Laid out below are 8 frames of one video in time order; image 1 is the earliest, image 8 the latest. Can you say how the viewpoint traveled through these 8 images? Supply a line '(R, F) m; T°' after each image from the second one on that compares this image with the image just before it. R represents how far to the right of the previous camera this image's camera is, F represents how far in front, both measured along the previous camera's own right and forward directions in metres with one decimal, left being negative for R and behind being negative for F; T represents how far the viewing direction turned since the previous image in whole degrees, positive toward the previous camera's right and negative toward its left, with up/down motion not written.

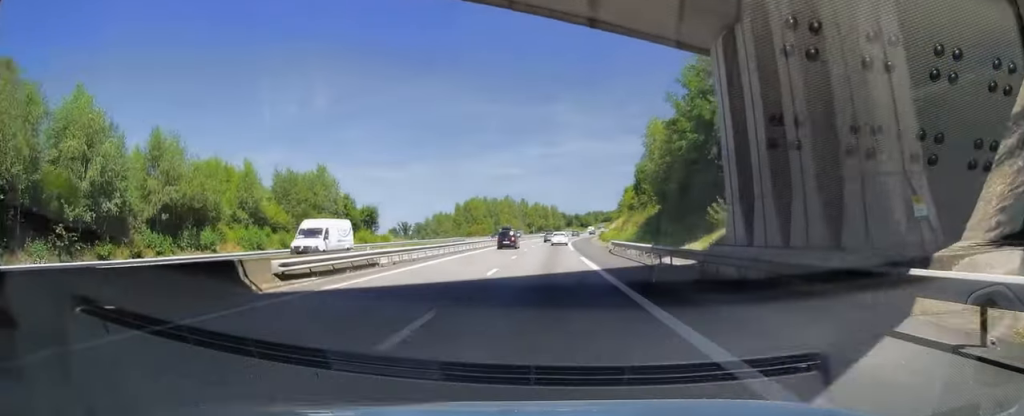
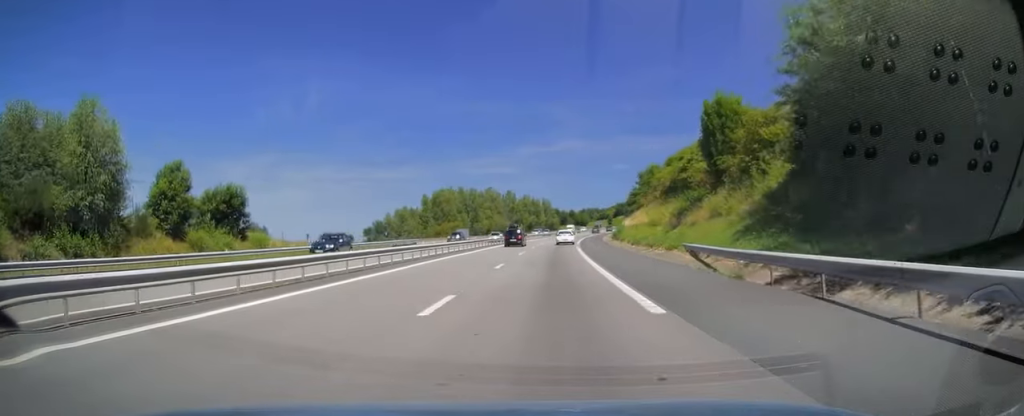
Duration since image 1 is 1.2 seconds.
(+0.1, +36.2) m; 0°
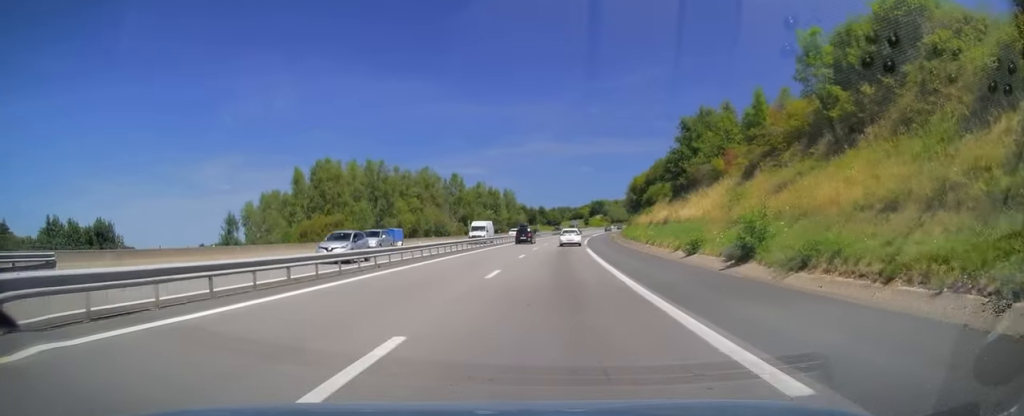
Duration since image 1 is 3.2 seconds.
(+0.4, +57.3) m; +1°
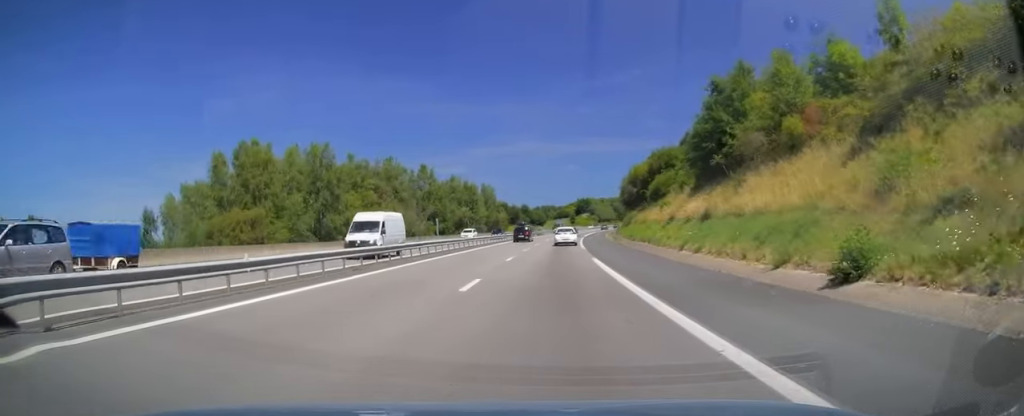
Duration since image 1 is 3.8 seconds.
(+0.1, +17.1) m; +1°
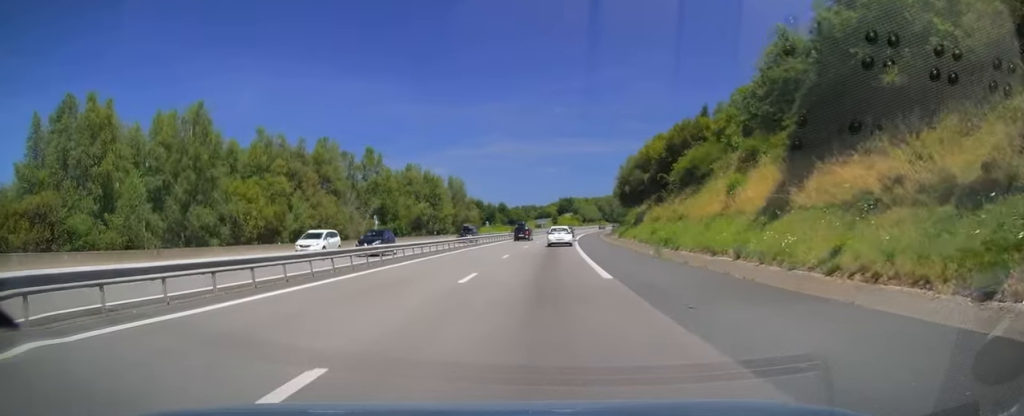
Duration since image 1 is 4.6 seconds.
(+0.2, +24.2) m; +2°
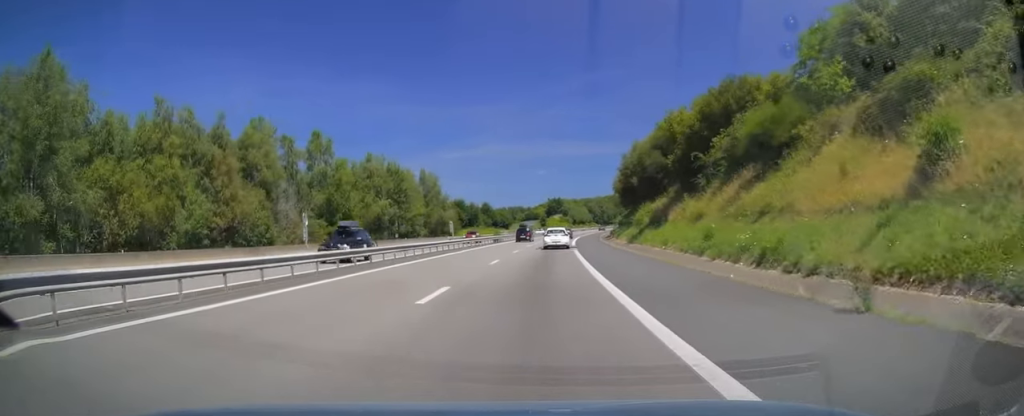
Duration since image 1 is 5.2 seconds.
(+0.3, +17.3) m; +2°
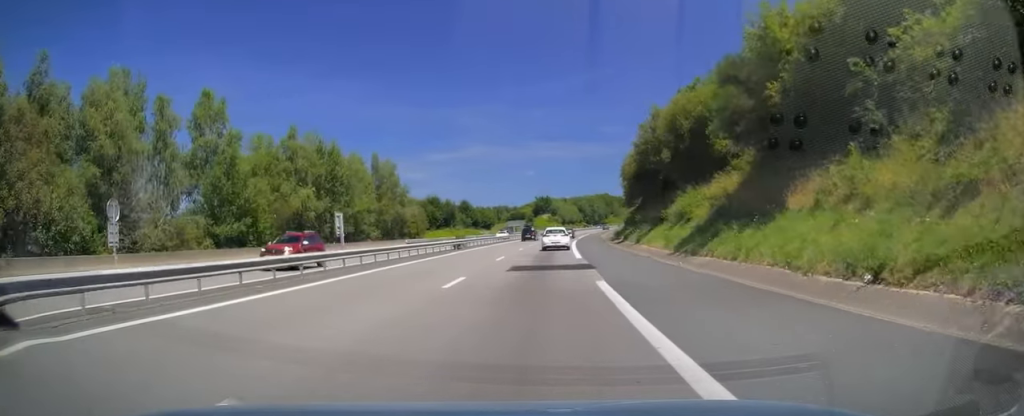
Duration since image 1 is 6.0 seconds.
(+0.5, +23.3) m; +2°
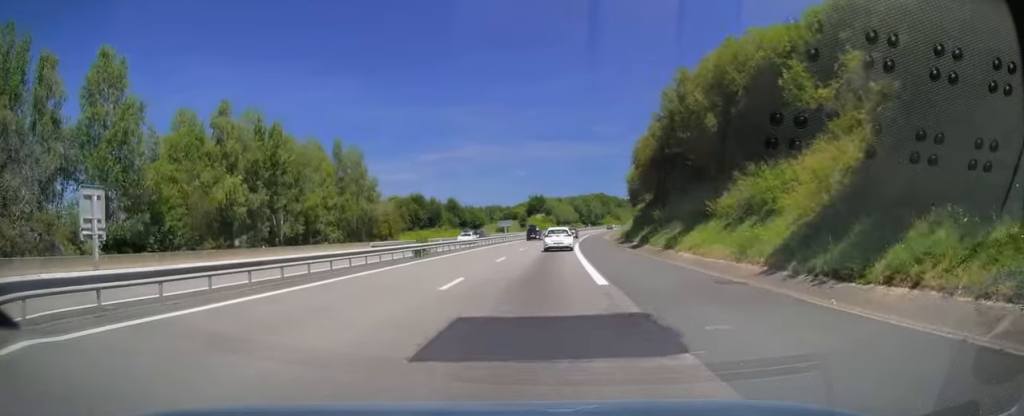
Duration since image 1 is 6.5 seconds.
(+0.1, +13.8) m; +1°
